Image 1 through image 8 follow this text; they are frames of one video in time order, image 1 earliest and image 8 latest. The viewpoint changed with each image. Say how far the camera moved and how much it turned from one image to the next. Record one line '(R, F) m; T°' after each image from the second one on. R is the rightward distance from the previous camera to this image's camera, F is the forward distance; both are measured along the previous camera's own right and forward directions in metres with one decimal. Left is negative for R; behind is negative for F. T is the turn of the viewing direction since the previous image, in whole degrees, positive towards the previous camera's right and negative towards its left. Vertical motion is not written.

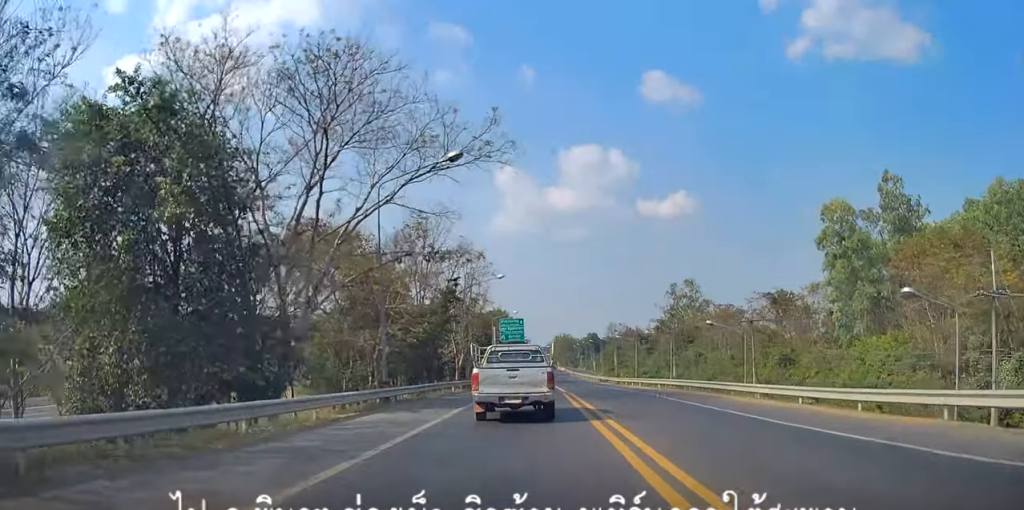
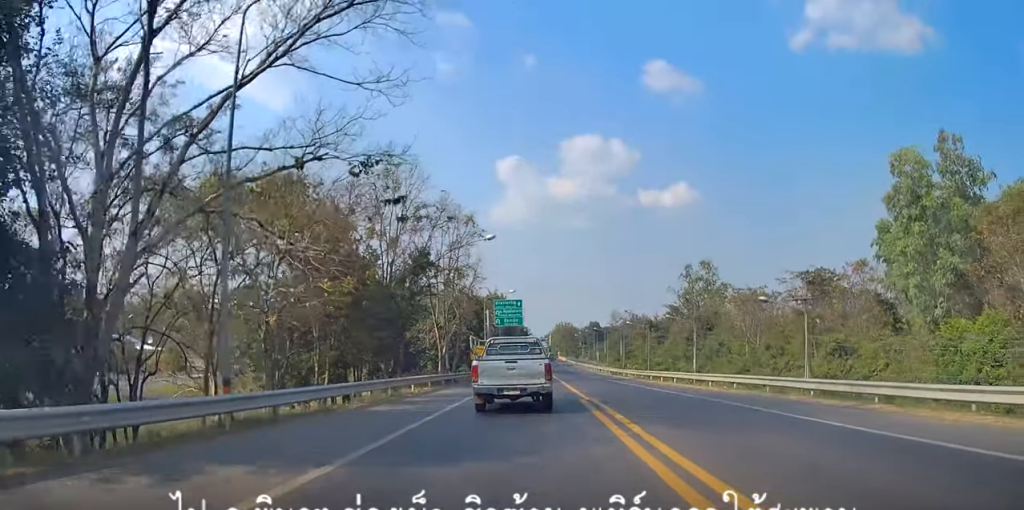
(-0.1, +11.7) m; 0°
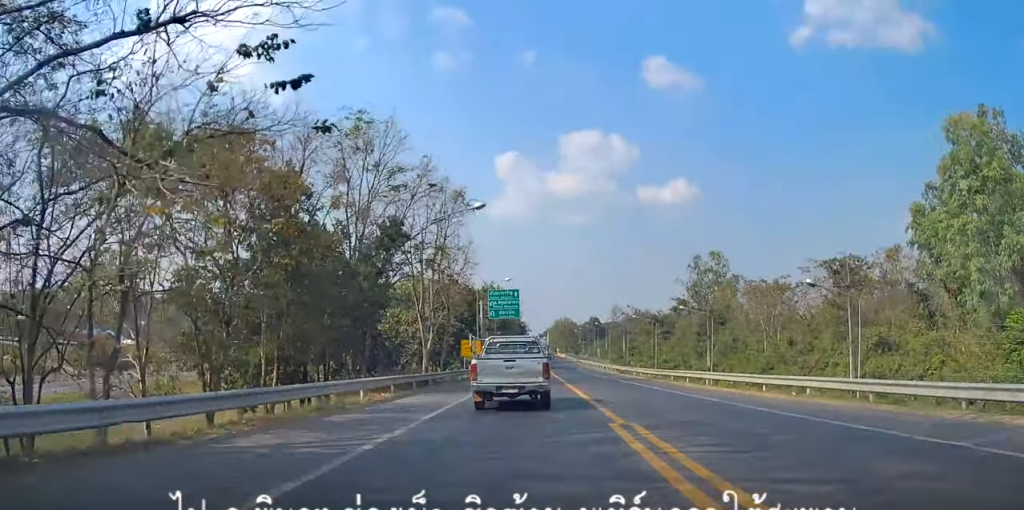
(0.0, +7.4) m; 0°
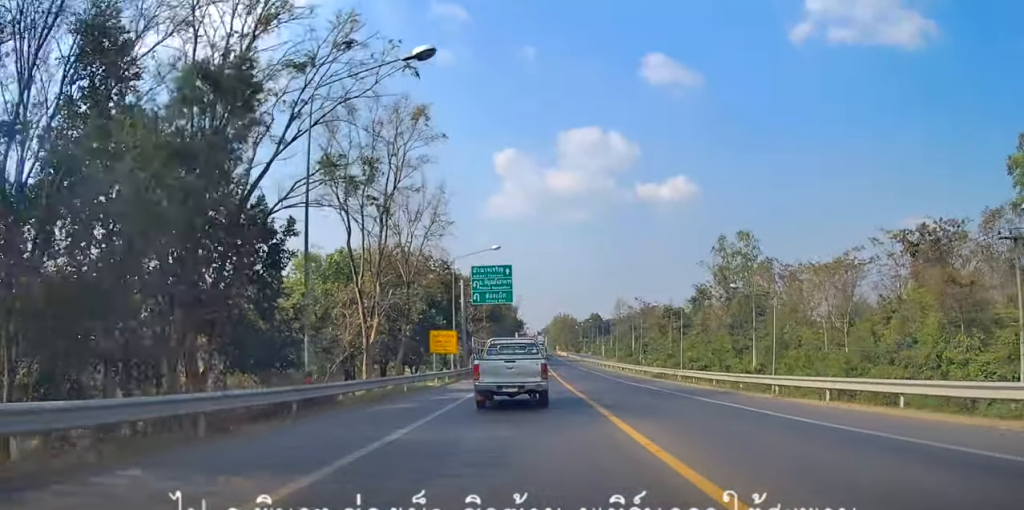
(+0.1, +17.2) m; +1°
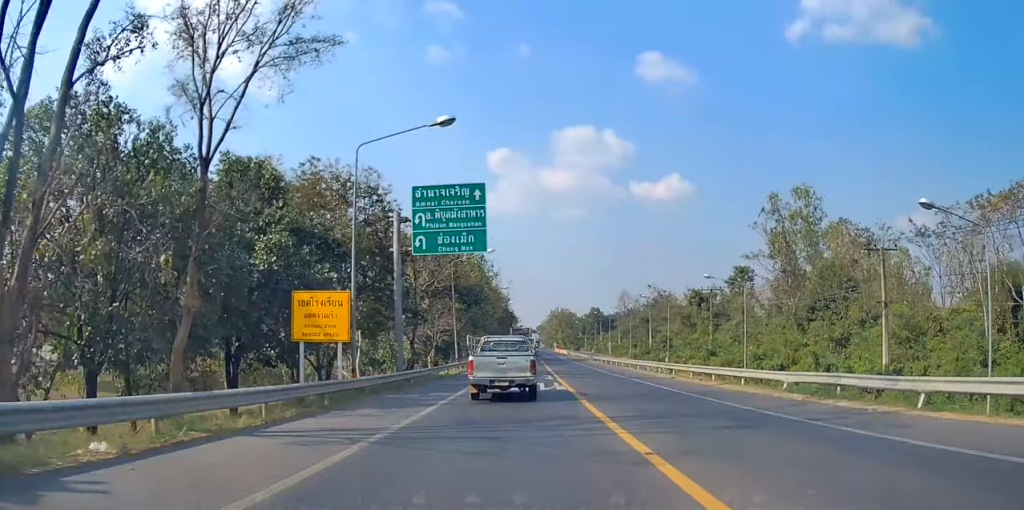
(+0.1, +23.9) m; 0°
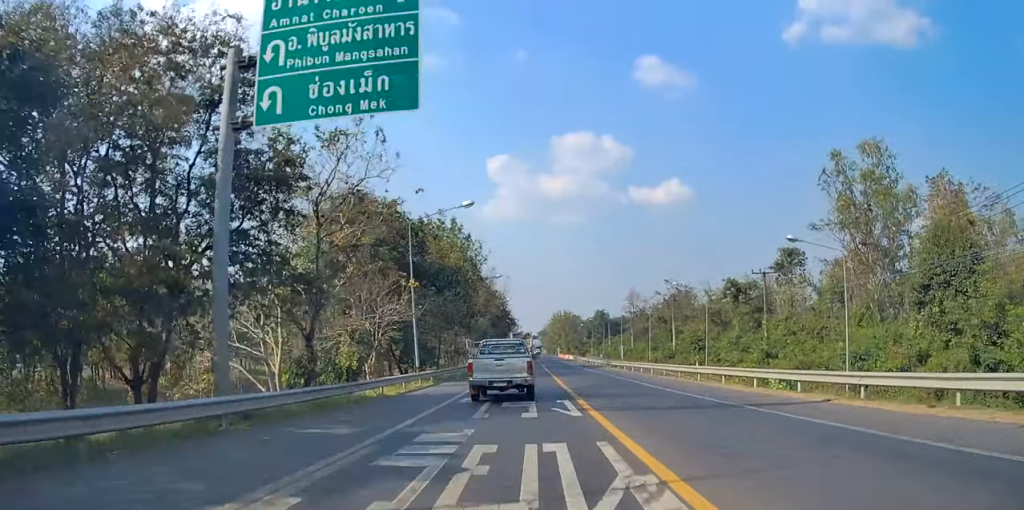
(0.0, +16.3) m; 0°
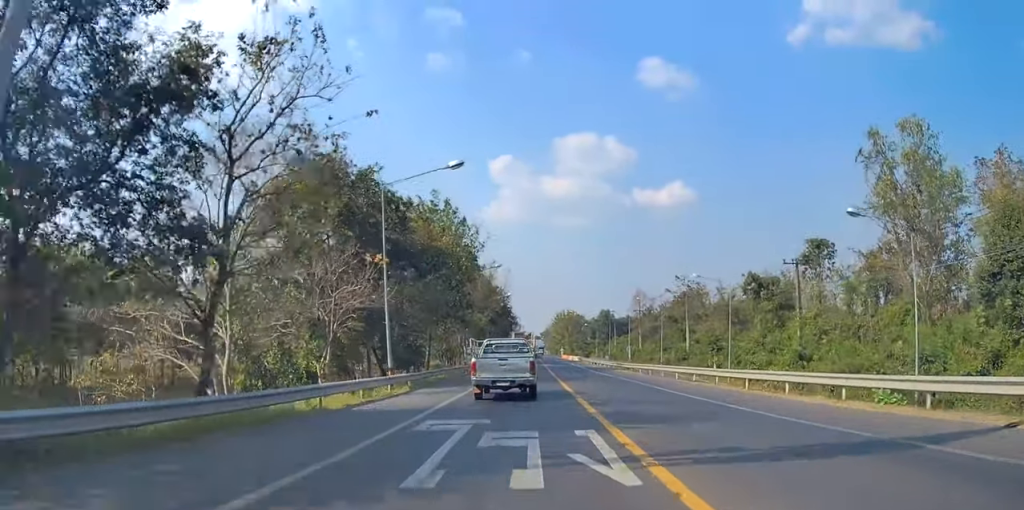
(+0.1, +6.8) m; -1°
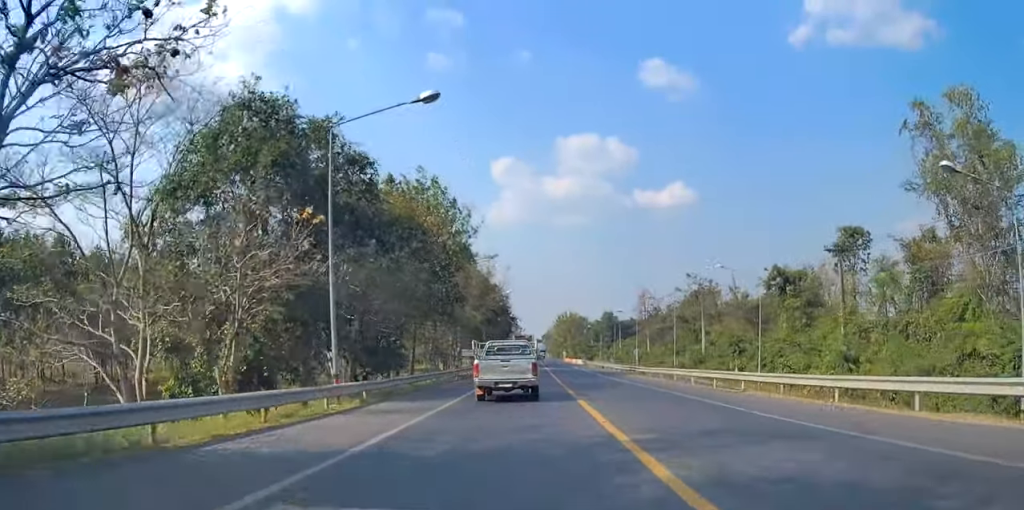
(0.0, +7.2) m; -1°
